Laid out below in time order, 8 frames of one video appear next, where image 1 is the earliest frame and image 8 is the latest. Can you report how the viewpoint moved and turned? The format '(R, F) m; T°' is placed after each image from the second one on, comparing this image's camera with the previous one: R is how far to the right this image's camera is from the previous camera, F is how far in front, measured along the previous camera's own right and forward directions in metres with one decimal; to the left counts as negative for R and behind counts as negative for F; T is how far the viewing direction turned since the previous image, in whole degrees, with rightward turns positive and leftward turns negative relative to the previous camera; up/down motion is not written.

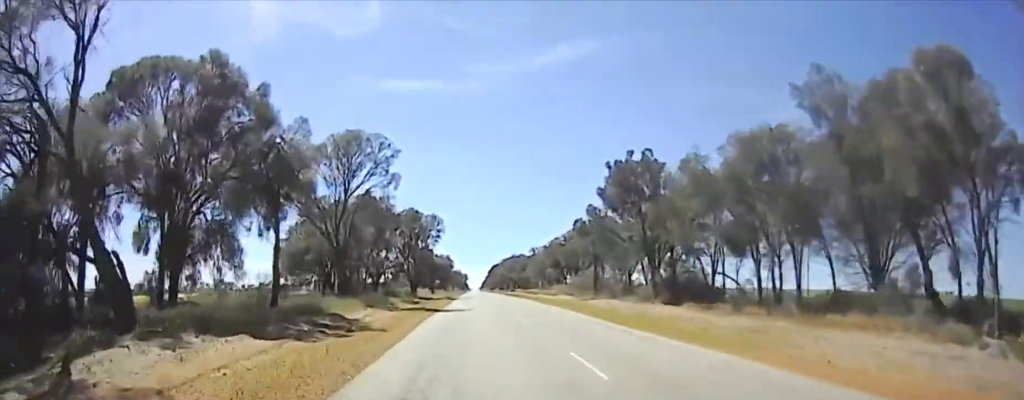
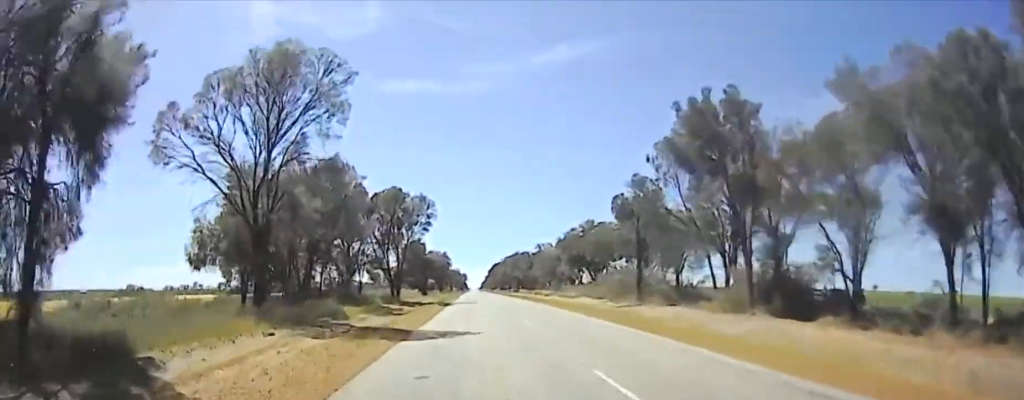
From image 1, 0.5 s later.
(0.0, +10.0) m; 0°
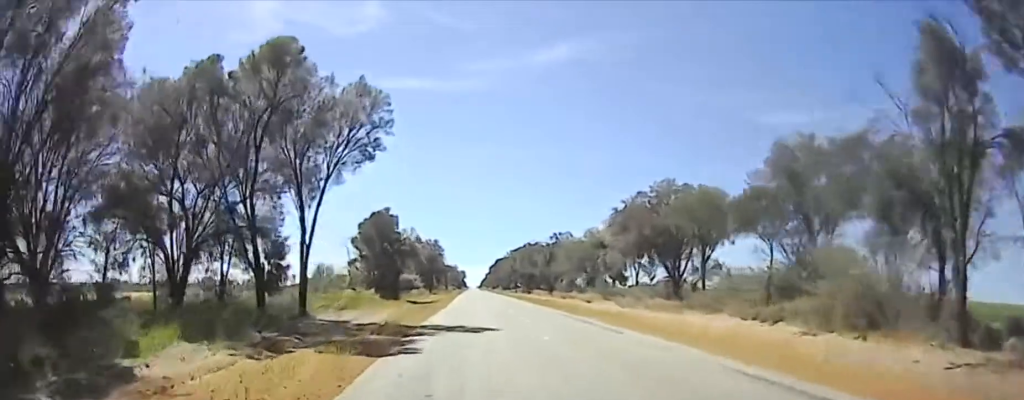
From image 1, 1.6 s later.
(0.0, +22.0) m; 0°
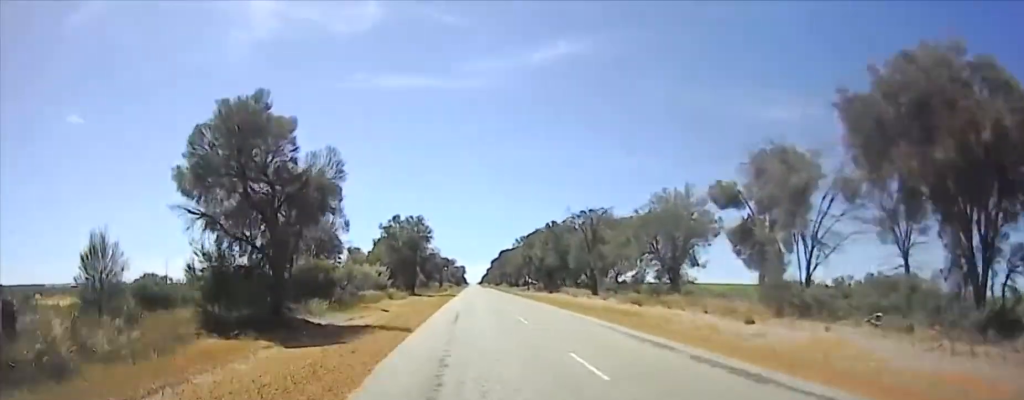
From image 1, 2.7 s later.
(-0.1, +27.2) m; 0°
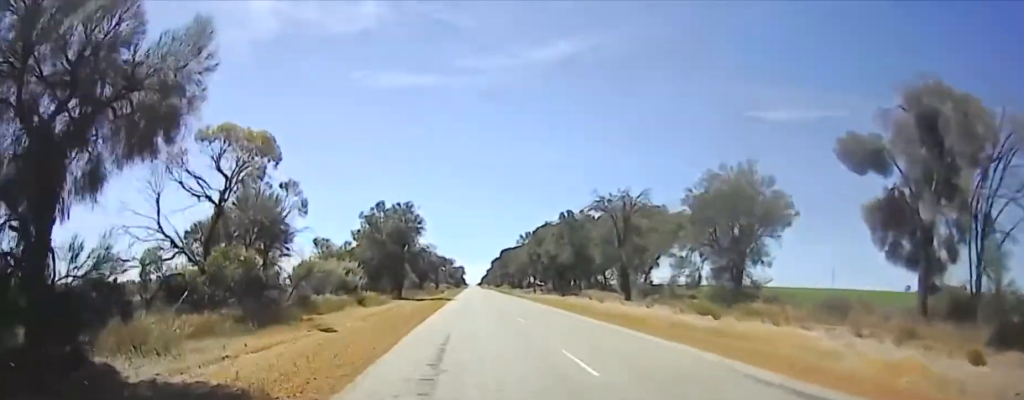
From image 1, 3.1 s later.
(0.0, +13.9) m; 0°
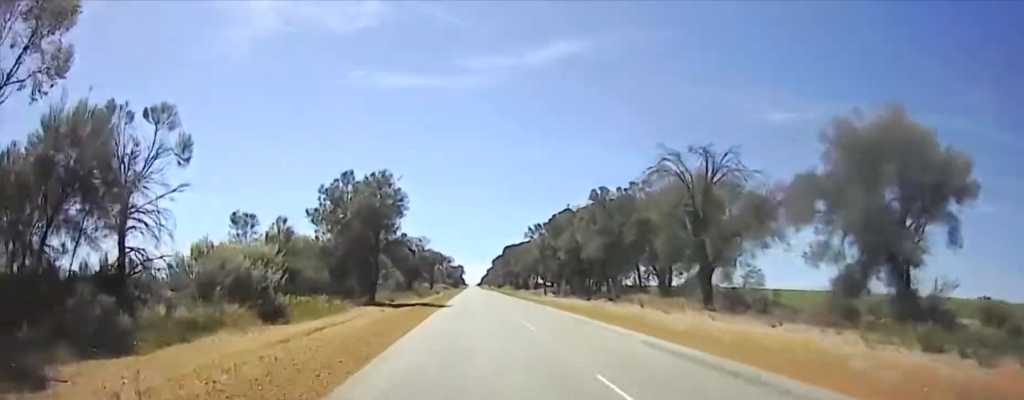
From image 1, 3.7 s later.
(0.0, +16.0) m; 0°
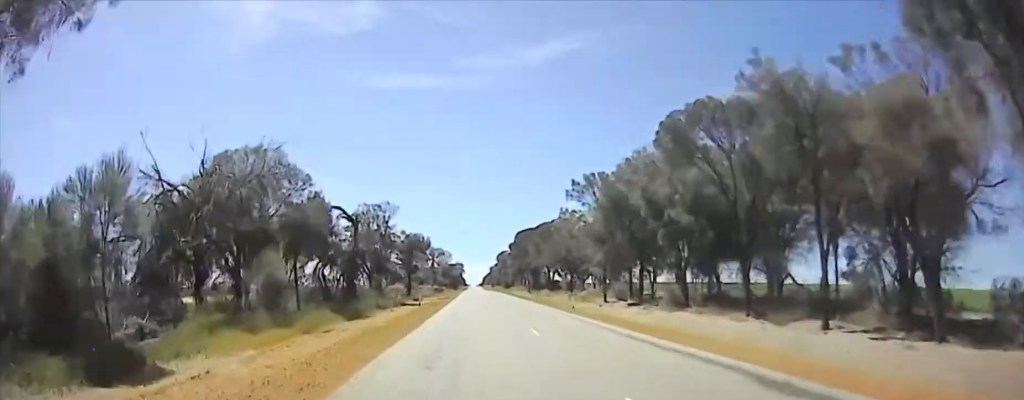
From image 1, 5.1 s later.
(0.0, +41.5) m; 0°
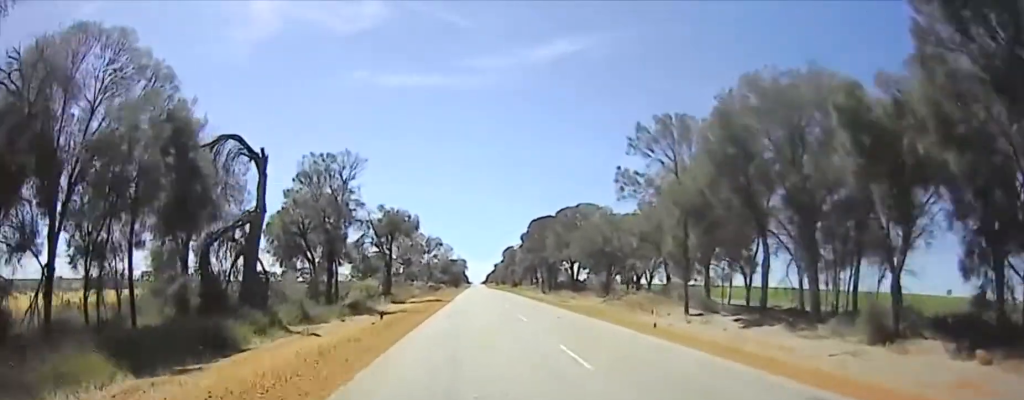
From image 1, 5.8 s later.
(0.0, +20.2) m; 0°
